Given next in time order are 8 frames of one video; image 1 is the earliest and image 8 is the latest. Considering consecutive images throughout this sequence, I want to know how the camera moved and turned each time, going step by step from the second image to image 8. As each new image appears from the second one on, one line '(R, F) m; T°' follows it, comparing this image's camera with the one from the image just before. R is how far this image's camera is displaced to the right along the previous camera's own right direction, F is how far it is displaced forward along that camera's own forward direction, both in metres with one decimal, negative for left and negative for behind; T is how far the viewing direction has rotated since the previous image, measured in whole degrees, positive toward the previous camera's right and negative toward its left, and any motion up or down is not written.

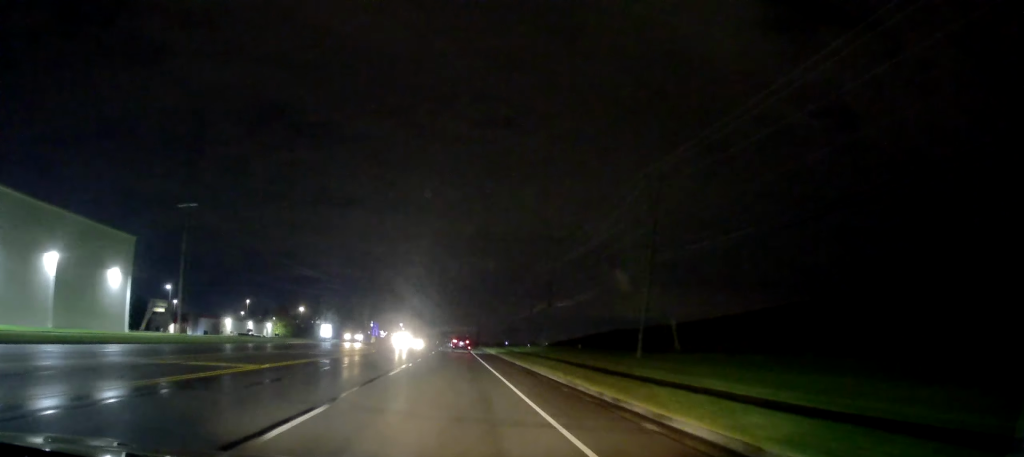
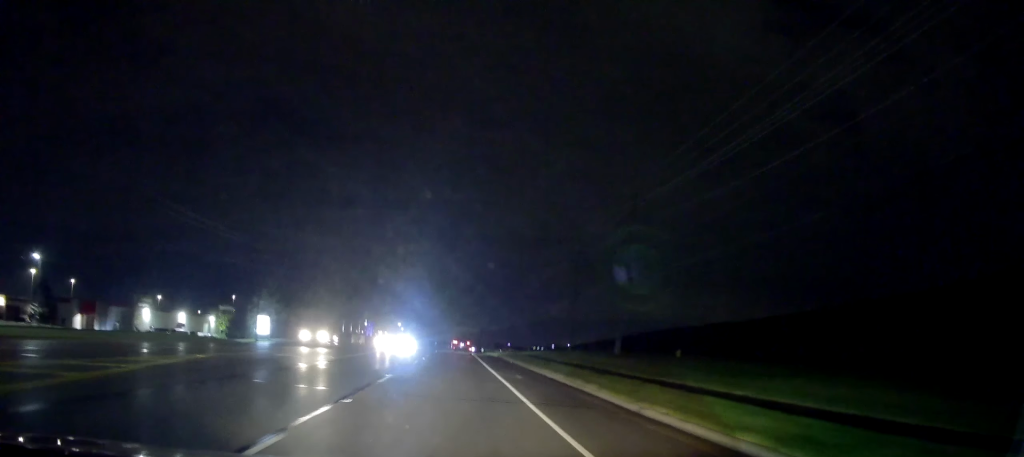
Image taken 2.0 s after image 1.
(+0.3, +43.4) m; -1°
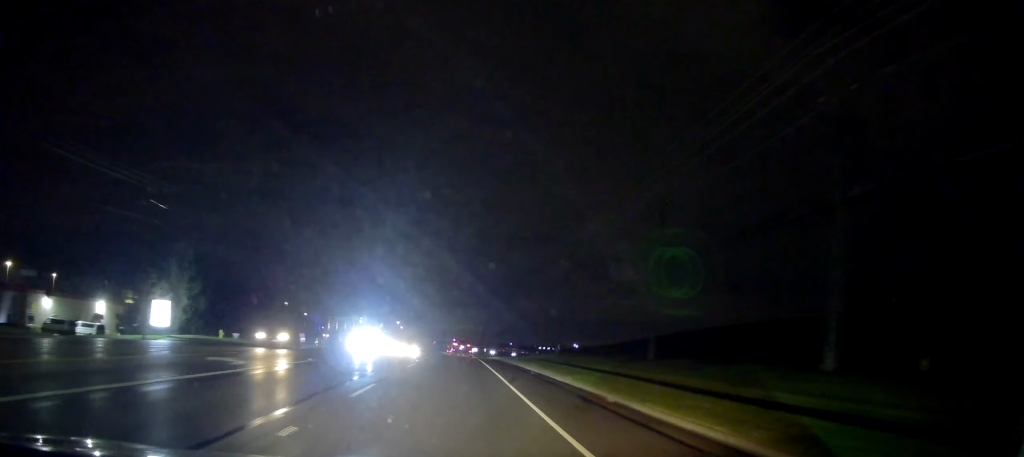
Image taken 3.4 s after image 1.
(-0.5, +31.7) m; -1°
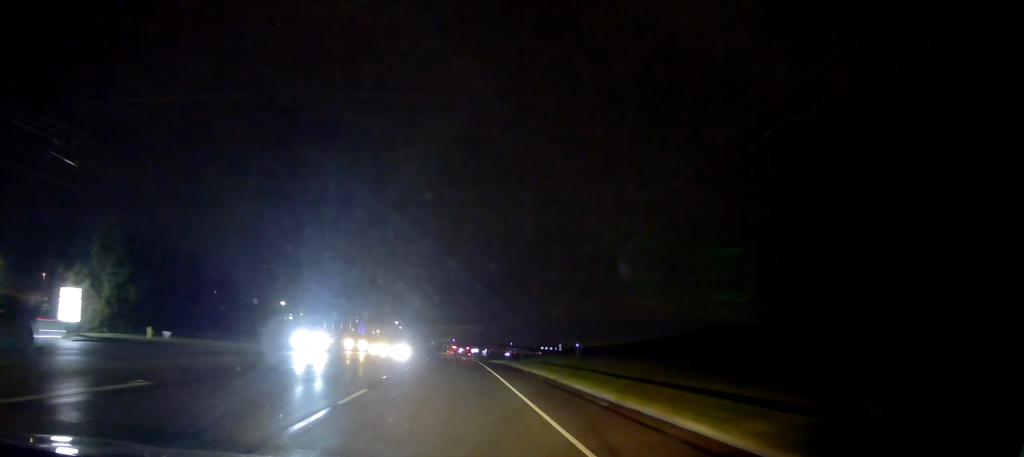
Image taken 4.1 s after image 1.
(+0.1, +13.6) m; 0°
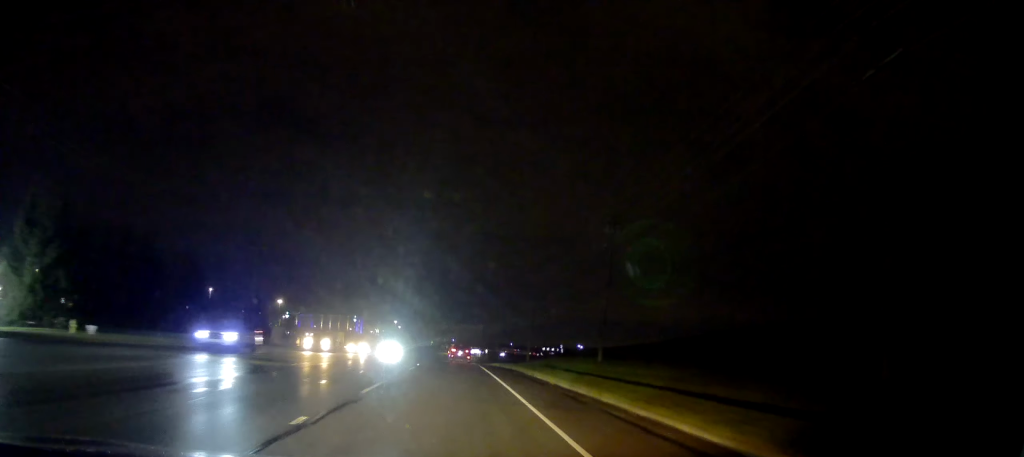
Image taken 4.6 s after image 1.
(0.0, +9.3) m; 0°
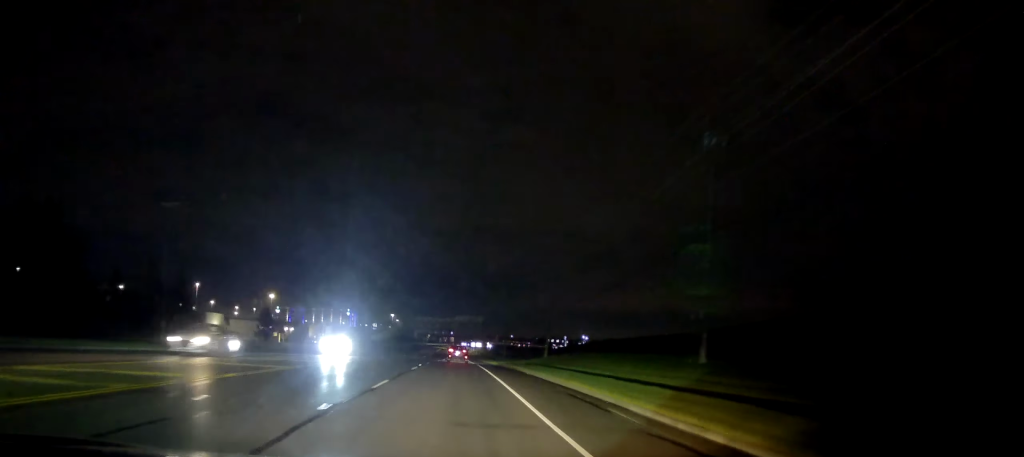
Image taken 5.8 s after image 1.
(0.0, +20.4) m; 0°
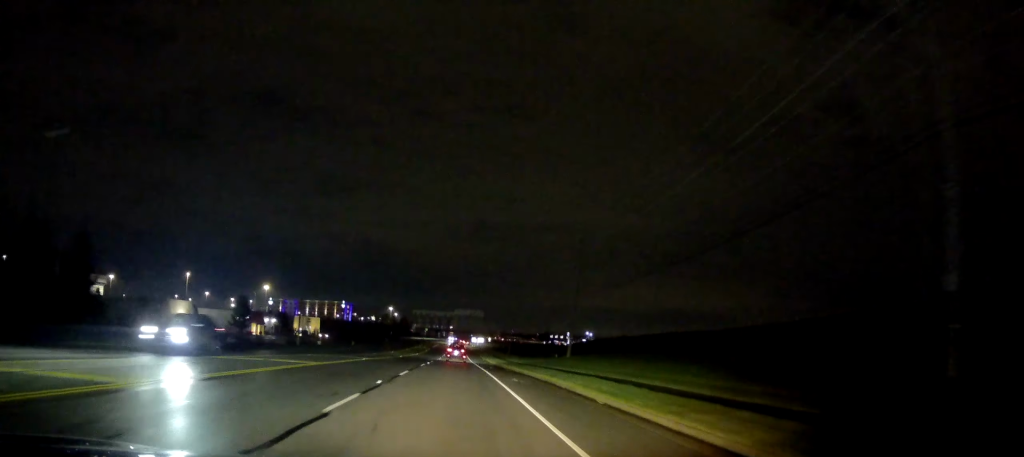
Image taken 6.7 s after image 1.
(0.0, +16.1) m; 0°
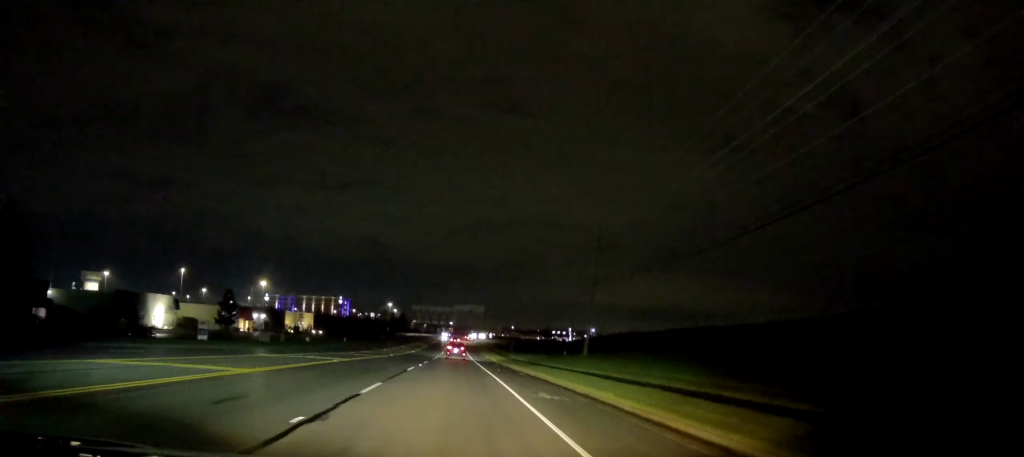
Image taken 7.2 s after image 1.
(+0.1, +8.5) m; 0°
